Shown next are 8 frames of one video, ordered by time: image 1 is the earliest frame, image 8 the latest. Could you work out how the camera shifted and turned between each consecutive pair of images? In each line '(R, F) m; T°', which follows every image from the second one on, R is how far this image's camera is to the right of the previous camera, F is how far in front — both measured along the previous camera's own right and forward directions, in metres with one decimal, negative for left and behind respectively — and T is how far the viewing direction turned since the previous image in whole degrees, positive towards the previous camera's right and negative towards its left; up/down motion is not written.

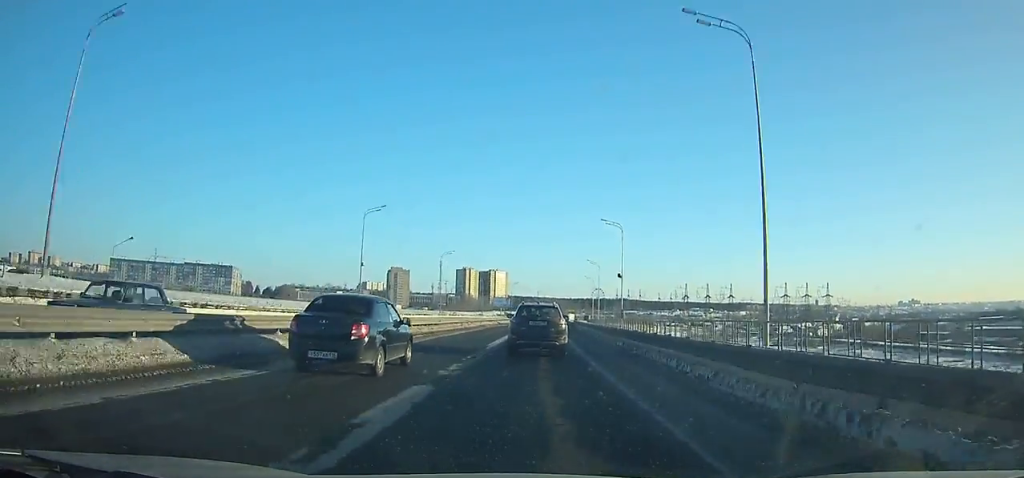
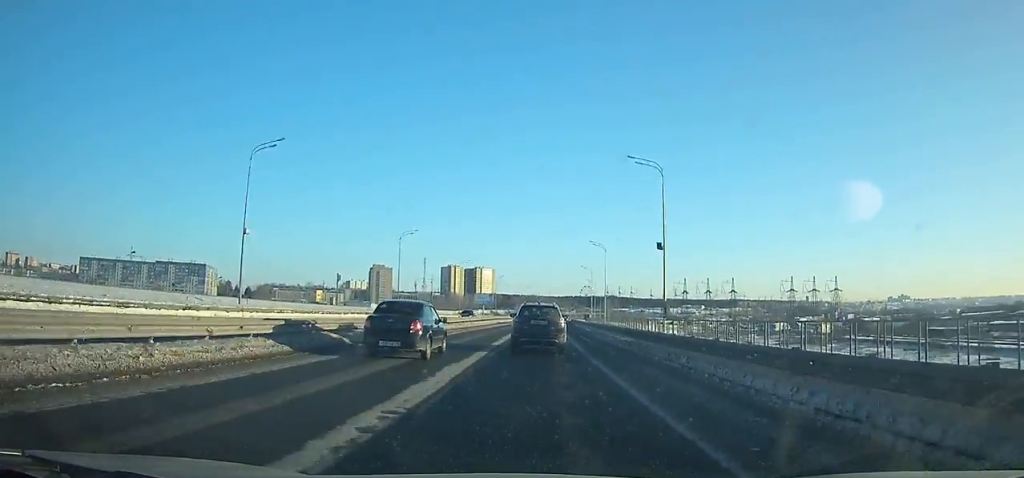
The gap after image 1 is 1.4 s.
(-0.2, +25.1) m; +1°
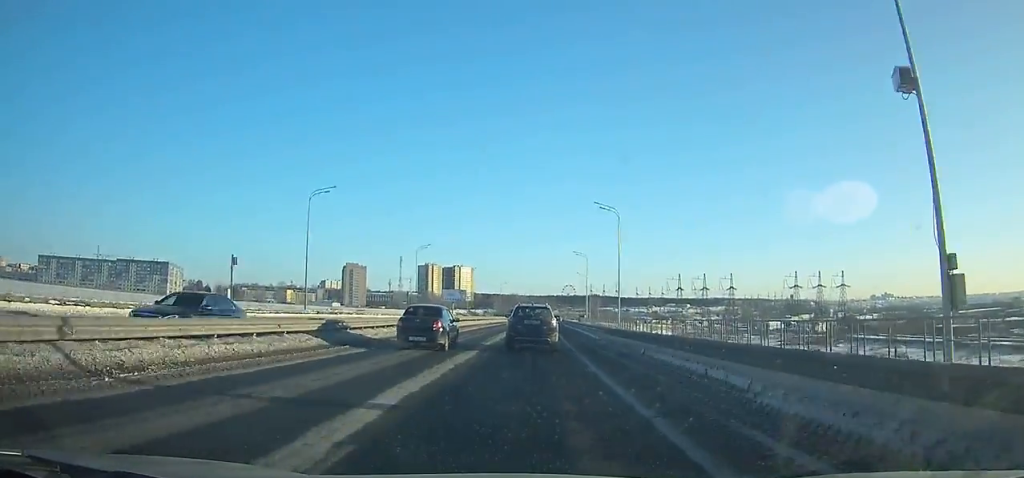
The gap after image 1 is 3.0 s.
(+0.5, +29.6) m; +1°
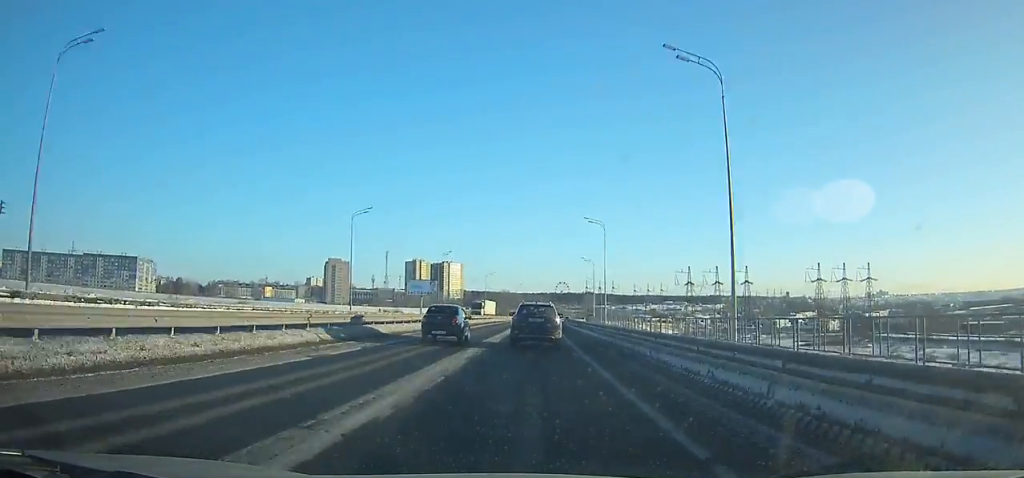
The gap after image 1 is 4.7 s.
(+0.2, +31.6) m; +1°
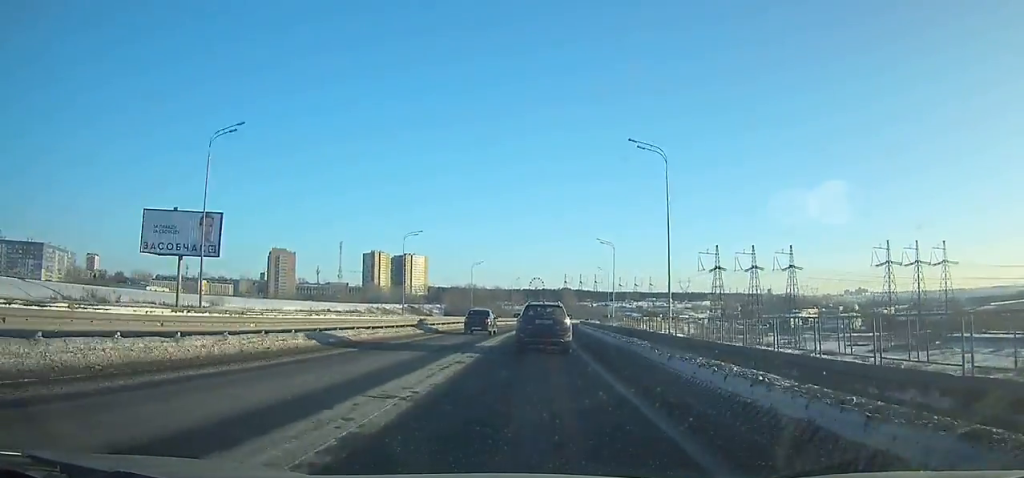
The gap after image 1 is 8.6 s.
(+2.1, +73.9) m; +3°
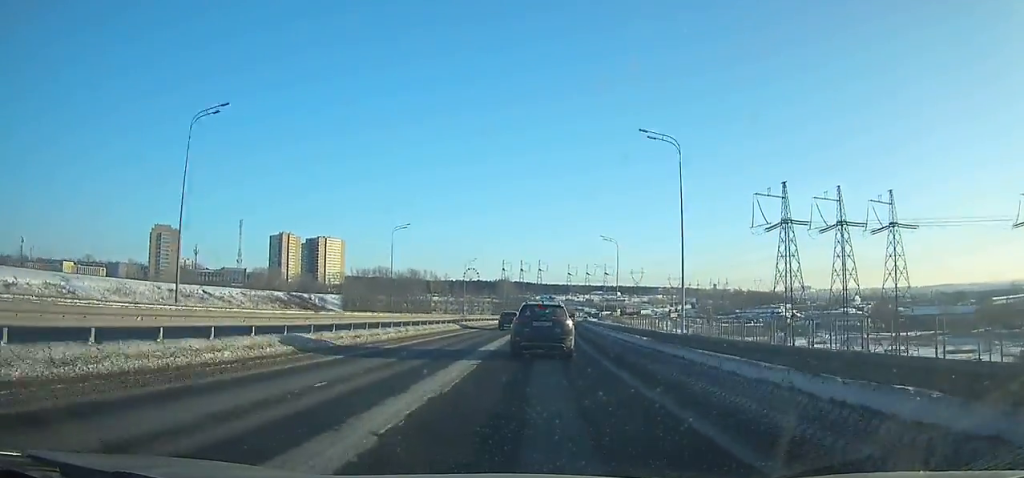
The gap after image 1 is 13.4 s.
(+3.7, +90.4) m; +6°
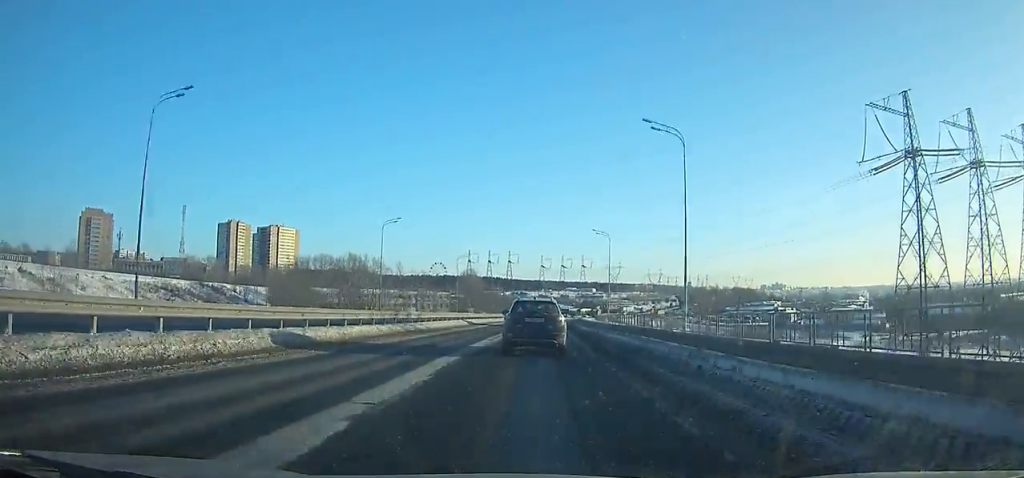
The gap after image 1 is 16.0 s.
(+1.6, +48.0) m; +3°
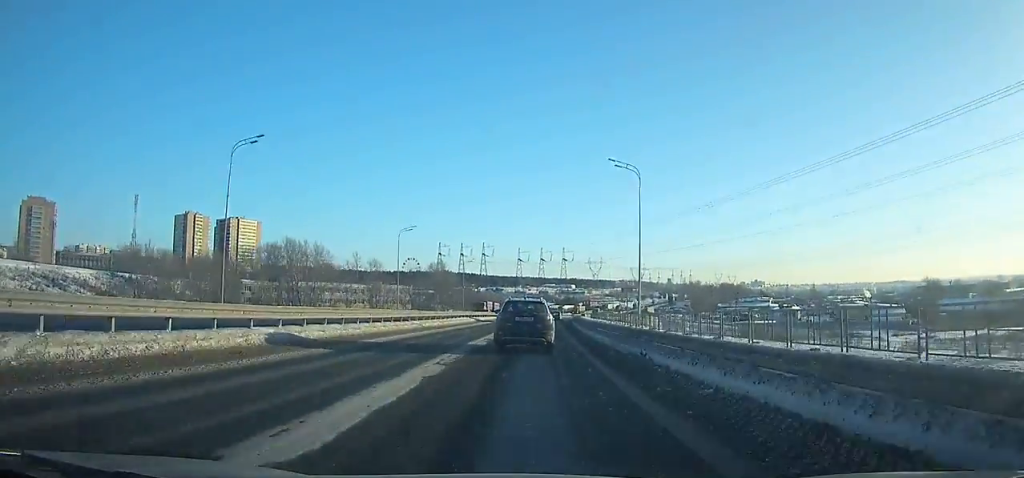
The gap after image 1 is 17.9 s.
(+0.8, +34.7) m; +2°
